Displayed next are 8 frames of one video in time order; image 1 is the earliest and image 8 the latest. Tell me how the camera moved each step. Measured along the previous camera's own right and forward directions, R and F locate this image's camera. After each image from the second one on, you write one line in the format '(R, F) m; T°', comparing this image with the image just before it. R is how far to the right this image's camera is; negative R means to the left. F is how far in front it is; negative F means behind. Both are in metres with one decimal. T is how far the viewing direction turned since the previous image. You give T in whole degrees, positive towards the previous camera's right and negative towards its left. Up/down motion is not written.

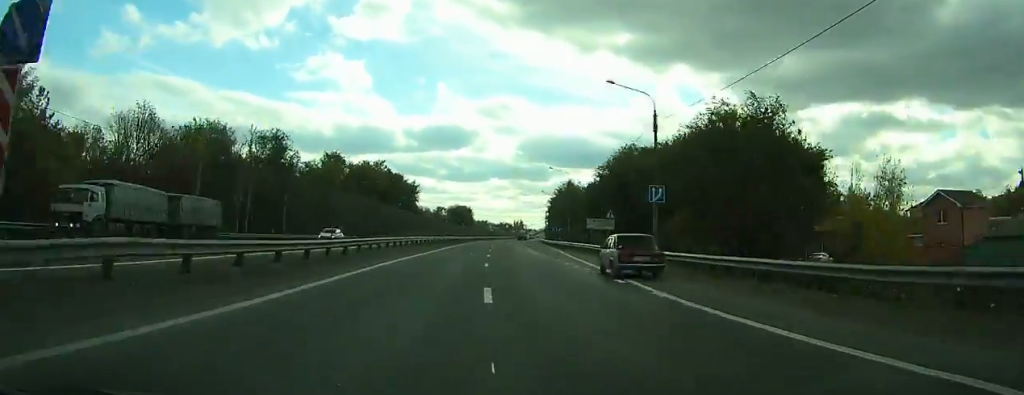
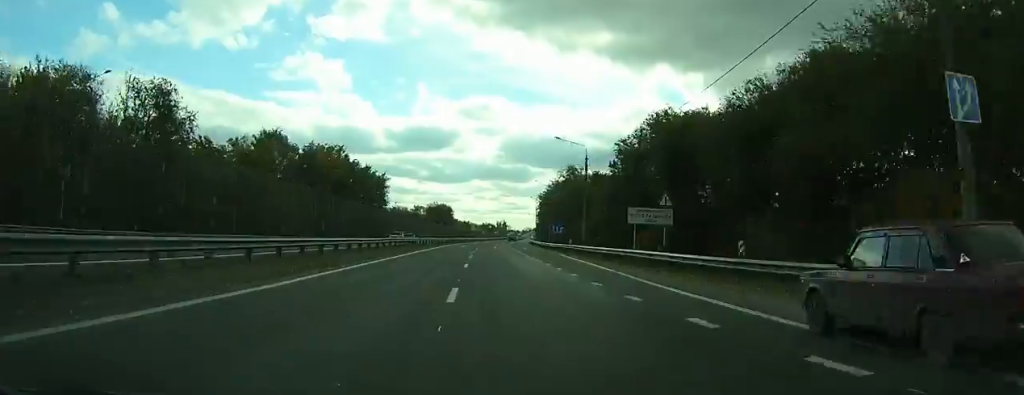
(-0.4, +24.3) m; +1°
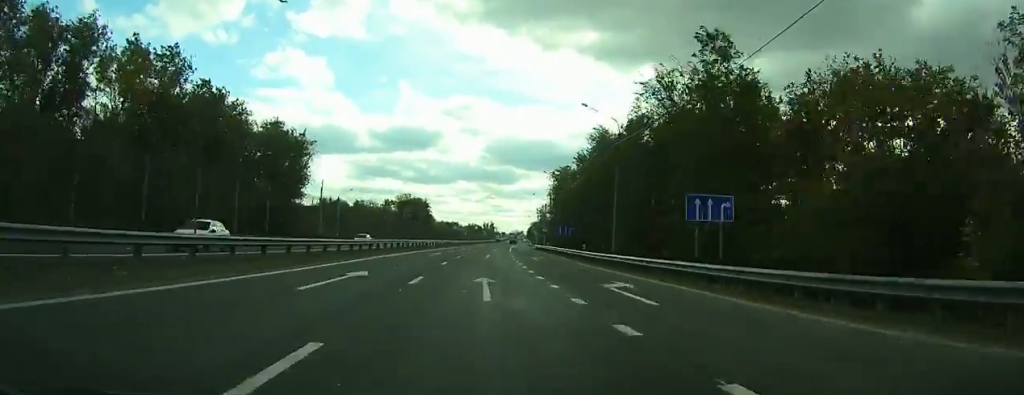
(+1.6, +55.6) m; +2°
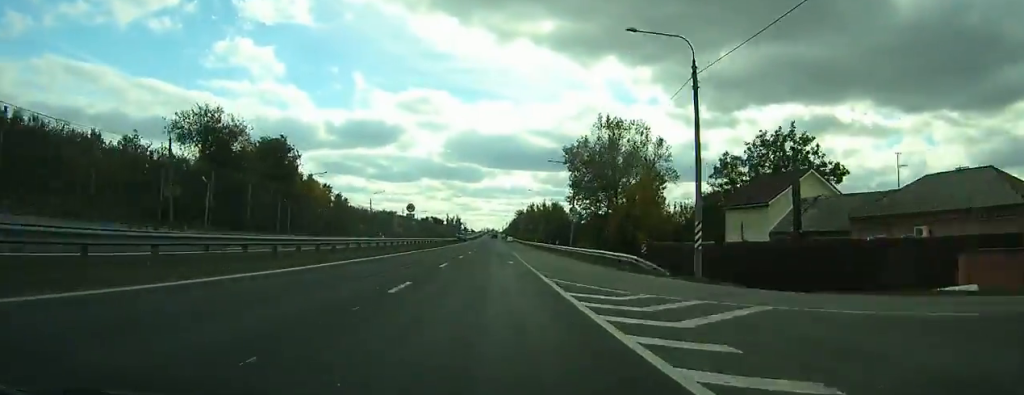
(+5.2, +135.3) m; +4°
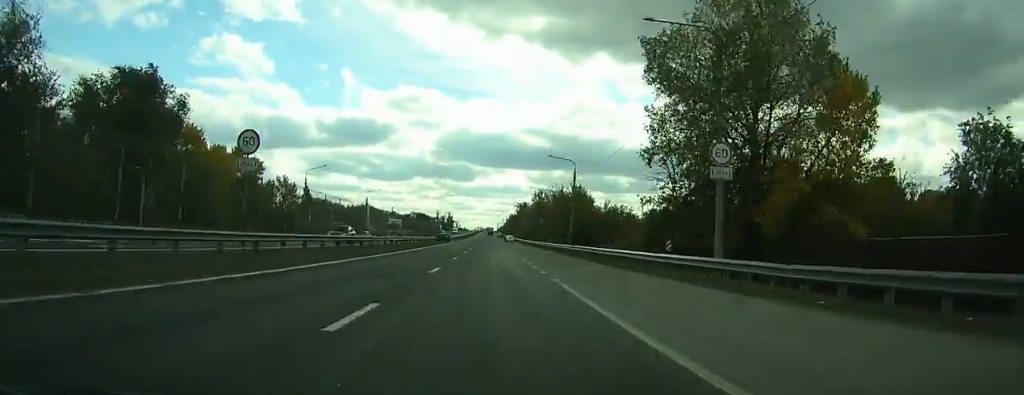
(+0.4, +41.2) m; +1°
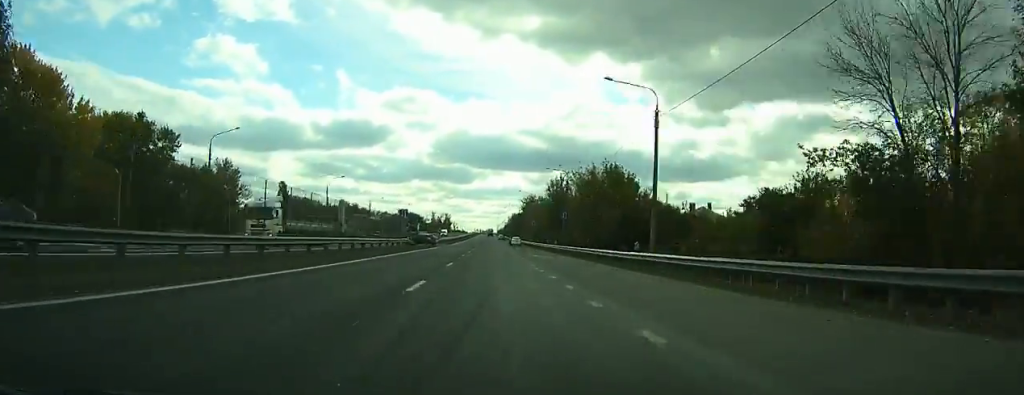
(-0.1, +30.2) m; 0°
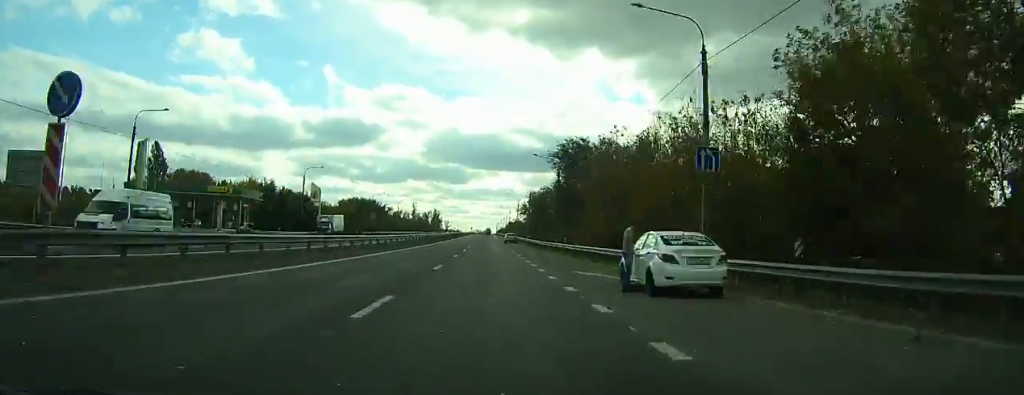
(+0.1, +85.7) m; 0°
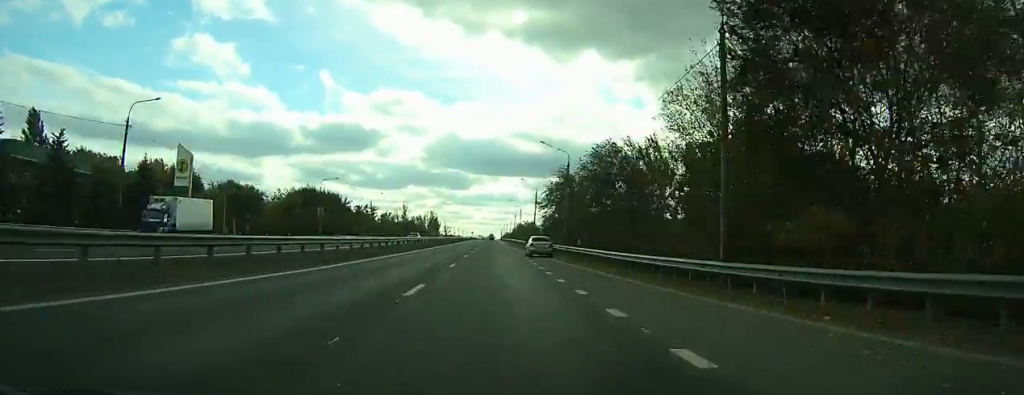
(-0.4, +44.6) m; 0°
